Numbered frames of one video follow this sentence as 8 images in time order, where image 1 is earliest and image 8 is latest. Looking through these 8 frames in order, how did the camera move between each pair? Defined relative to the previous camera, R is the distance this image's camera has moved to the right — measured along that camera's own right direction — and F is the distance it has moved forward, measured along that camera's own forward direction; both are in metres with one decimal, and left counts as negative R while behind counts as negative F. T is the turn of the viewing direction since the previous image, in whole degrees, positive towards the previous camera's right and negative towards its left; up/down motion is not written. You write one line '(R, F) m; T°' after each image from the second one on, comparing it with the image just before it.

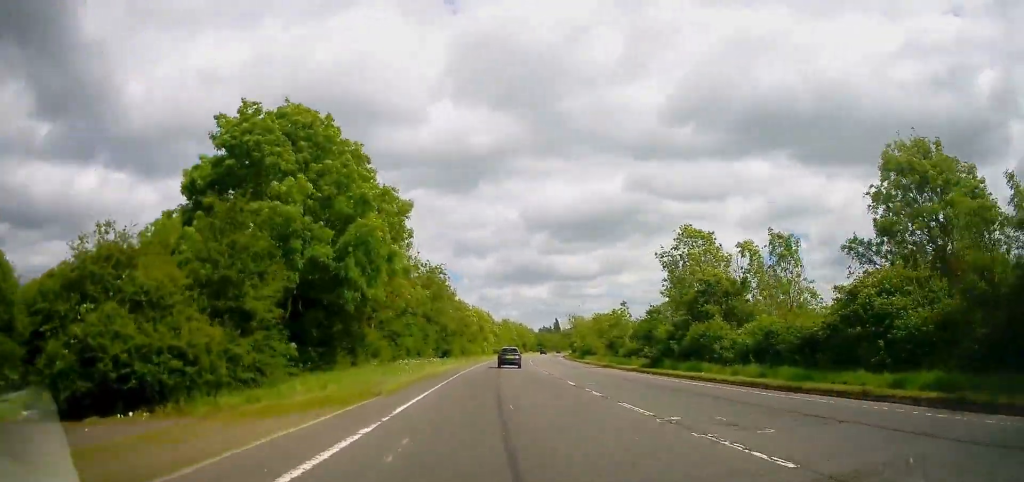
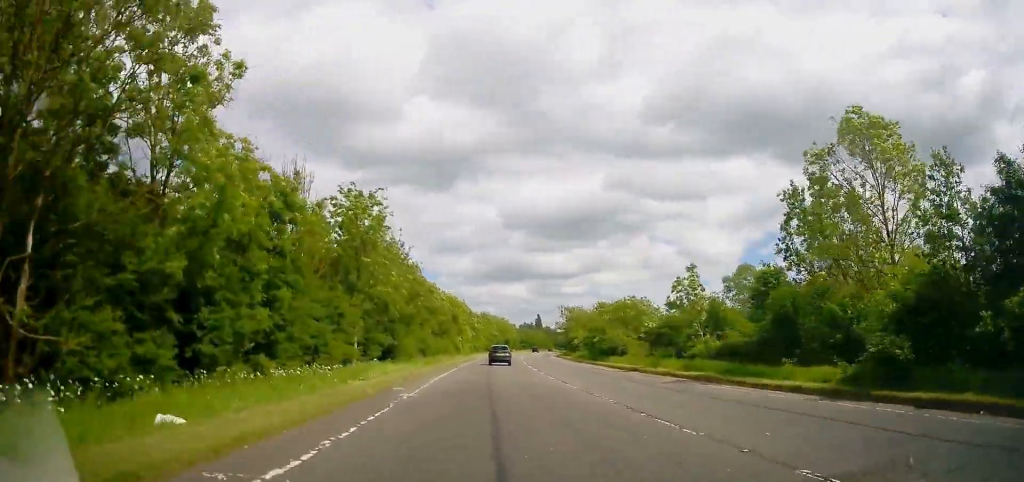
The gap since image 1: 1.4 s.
(0.0, +27.1) m; +1°
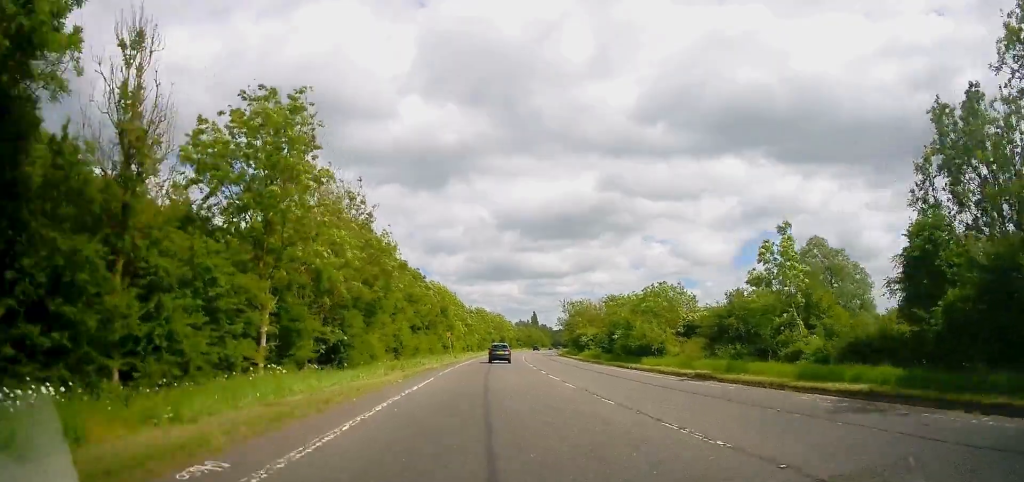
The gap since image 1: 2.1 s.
(+0.1, +13.0) m; +2°
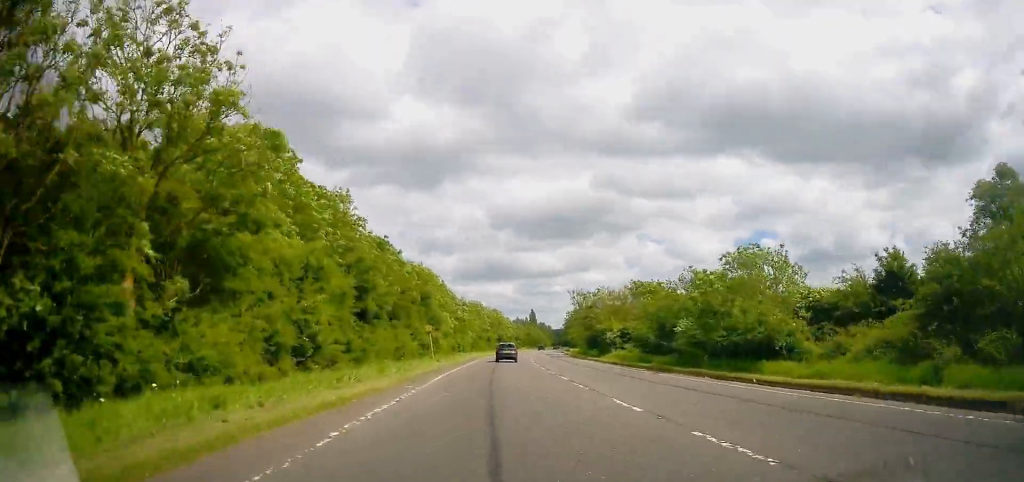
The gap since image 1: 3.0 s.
(+0.4, +19.1) m; +3°
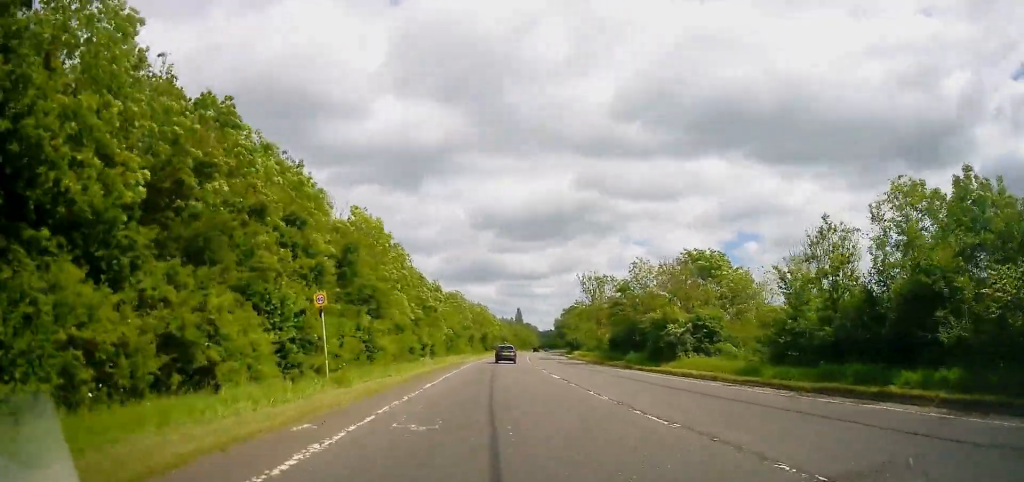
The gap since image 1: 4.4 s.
(+0.8, +26.4) m; +1°
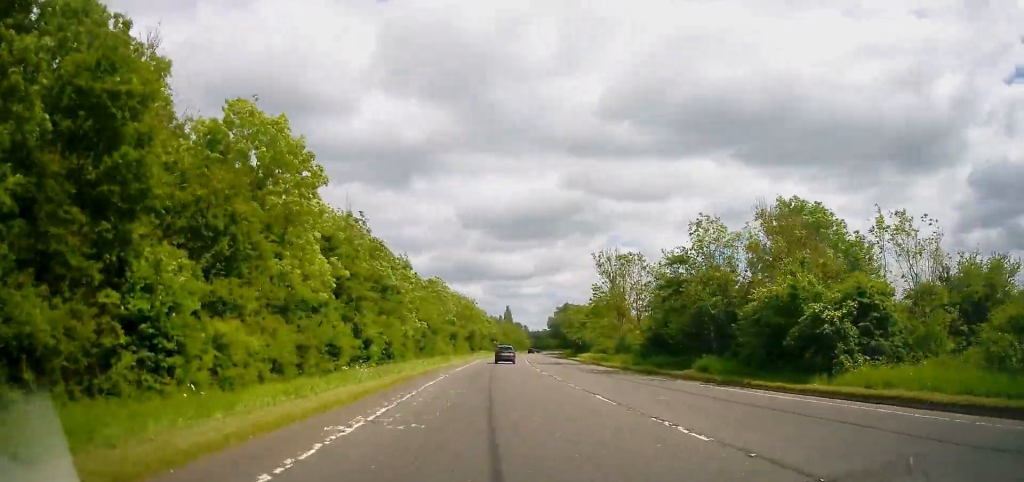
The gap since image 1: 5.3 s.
(-0.5, +19.1) m; 0°
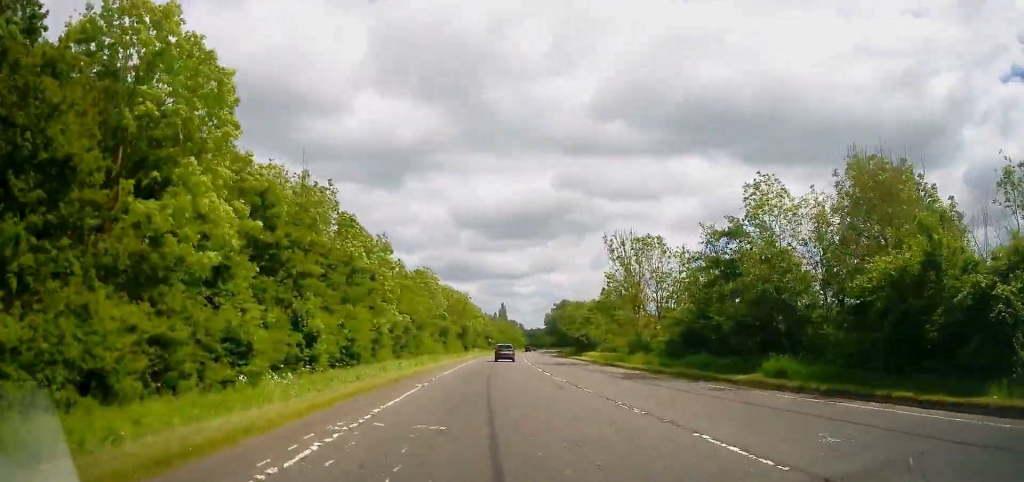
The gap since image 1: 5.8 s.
(+0.3, +8.5) m; +1°
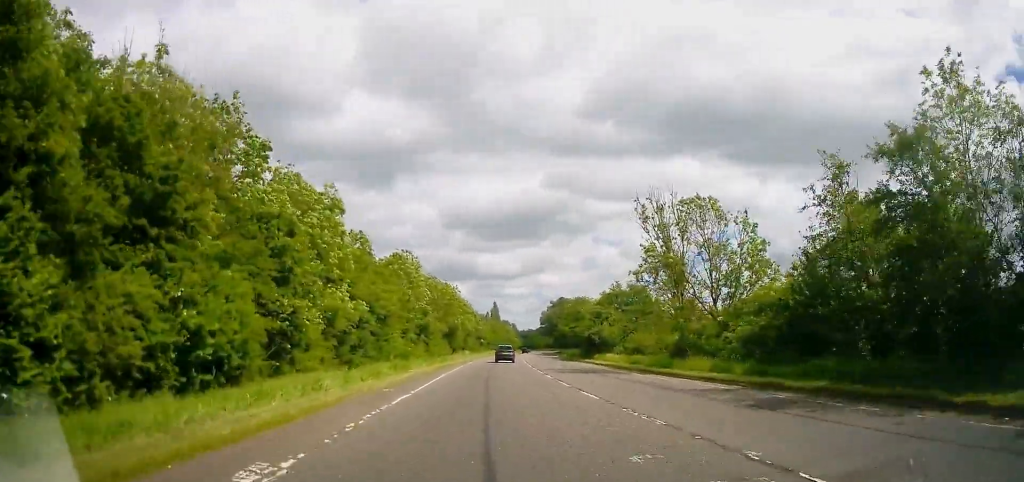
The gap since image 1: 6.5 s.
(+0.2, +13.7) m; +2°
